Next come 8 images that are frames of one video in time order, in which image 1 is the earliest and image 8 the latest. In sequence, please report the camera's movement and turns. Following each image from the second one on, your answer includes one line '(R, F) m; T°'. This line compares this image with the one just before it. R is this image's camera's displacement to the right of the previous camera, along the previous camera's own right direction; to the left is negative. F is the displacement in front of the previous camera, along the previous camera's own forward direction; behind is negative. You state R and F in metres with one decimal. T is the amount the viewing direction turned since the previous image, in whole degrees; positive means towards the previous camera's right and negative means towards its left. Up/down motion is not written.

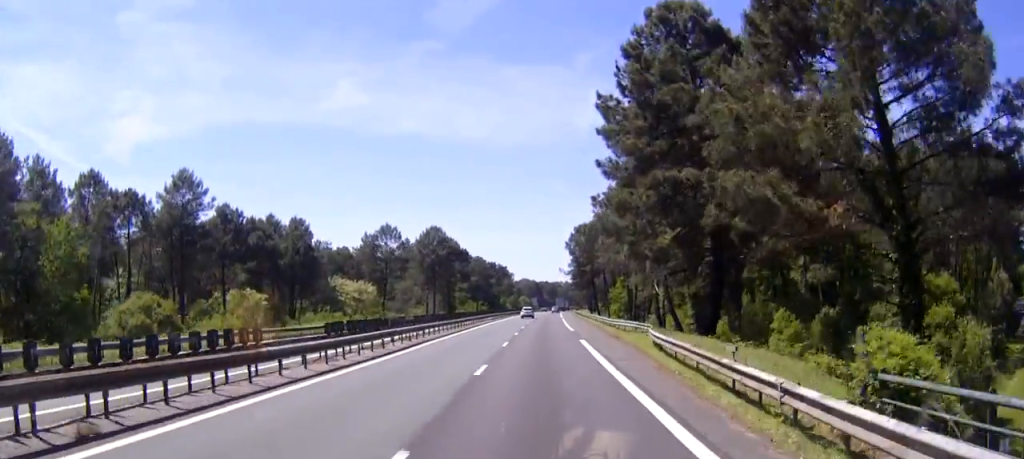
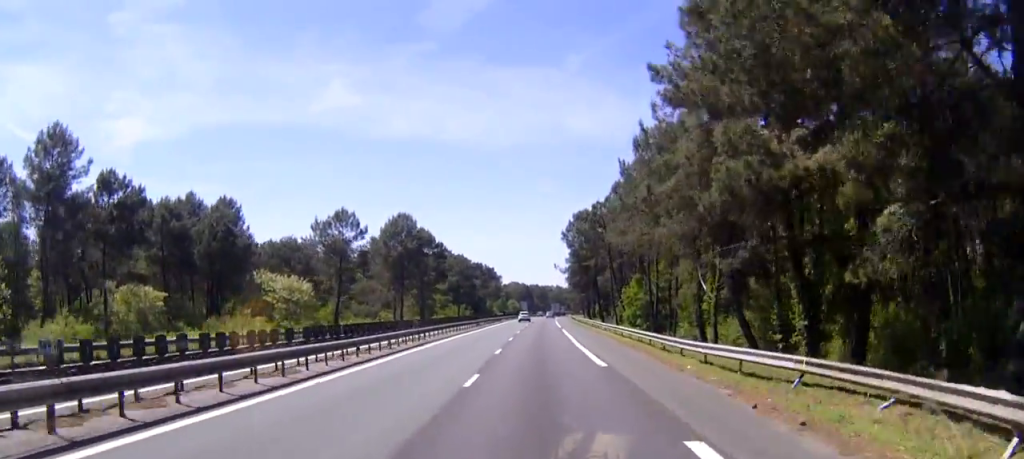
(+0.2, +27.5) m; +1°
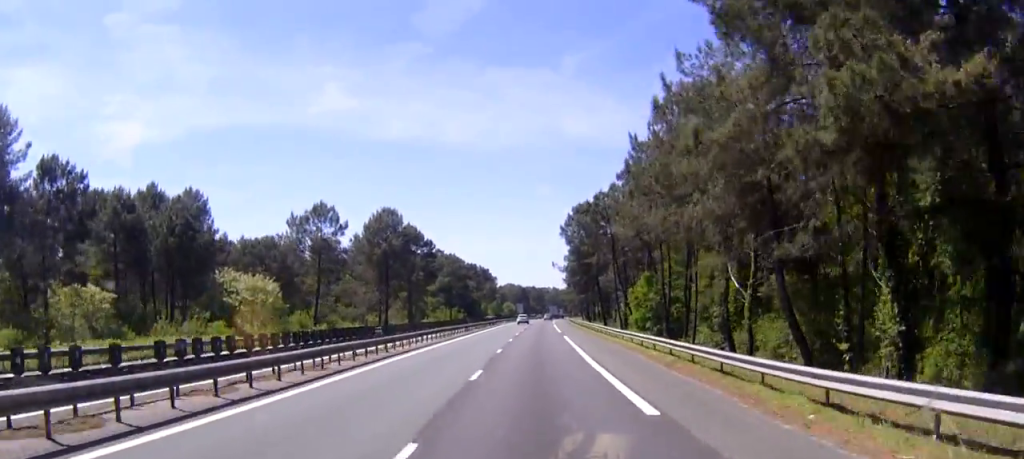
(+0.1, +10.0) m; 0°
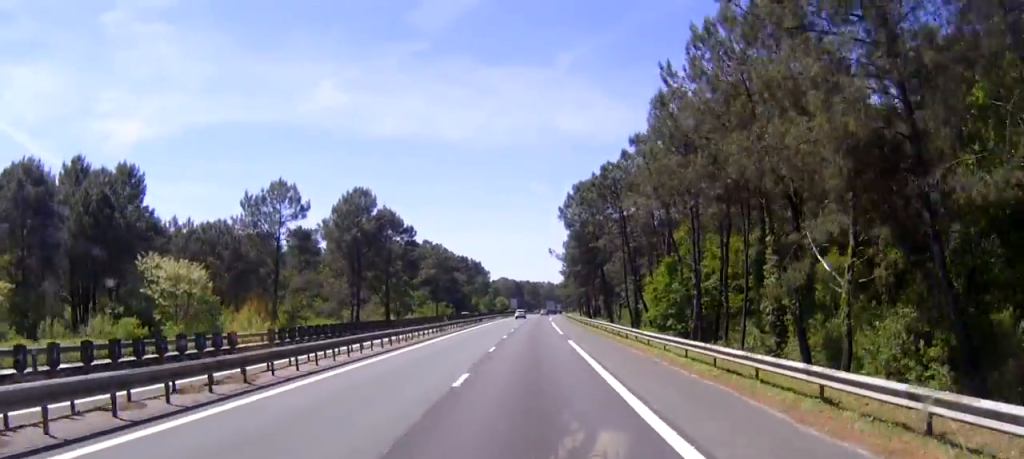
(0.0, +15.9) m; 0°
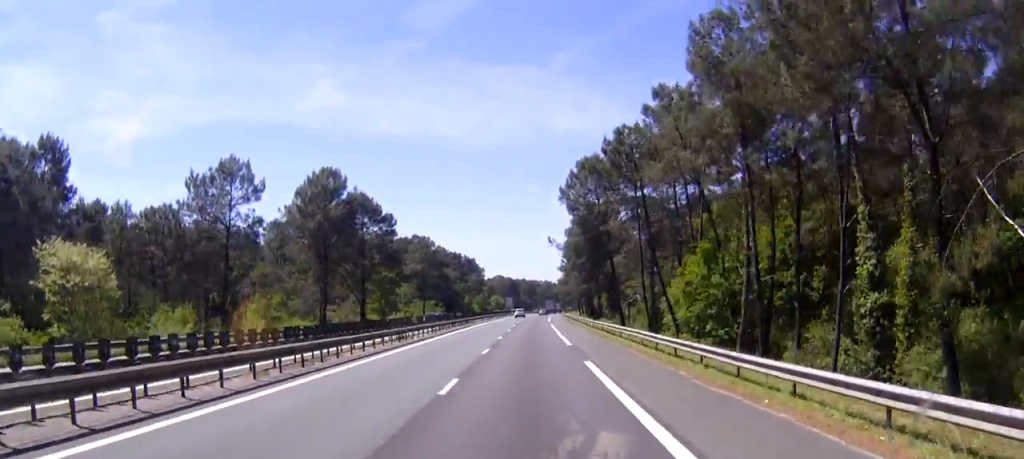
(0.0, +15.0) m; 0°
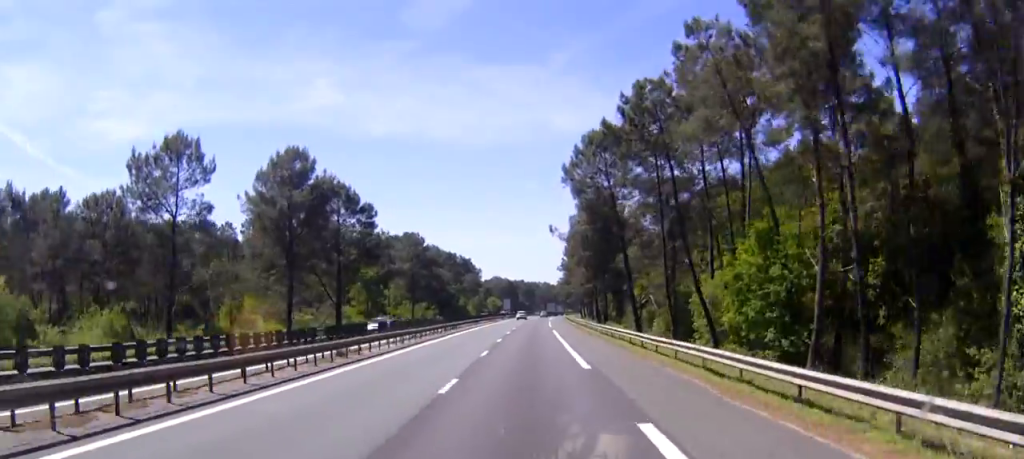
(-0.1, +12.5) m; +1°
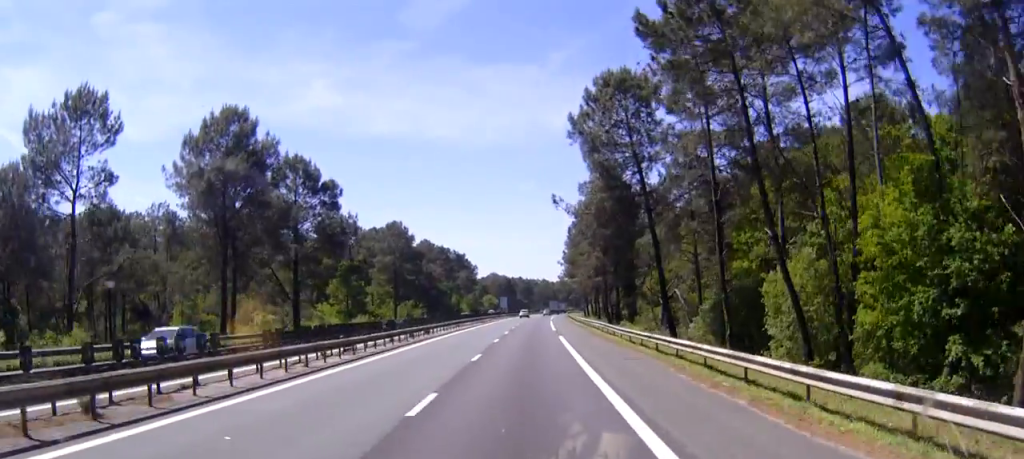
(+0.2, +16.6) m; +1°
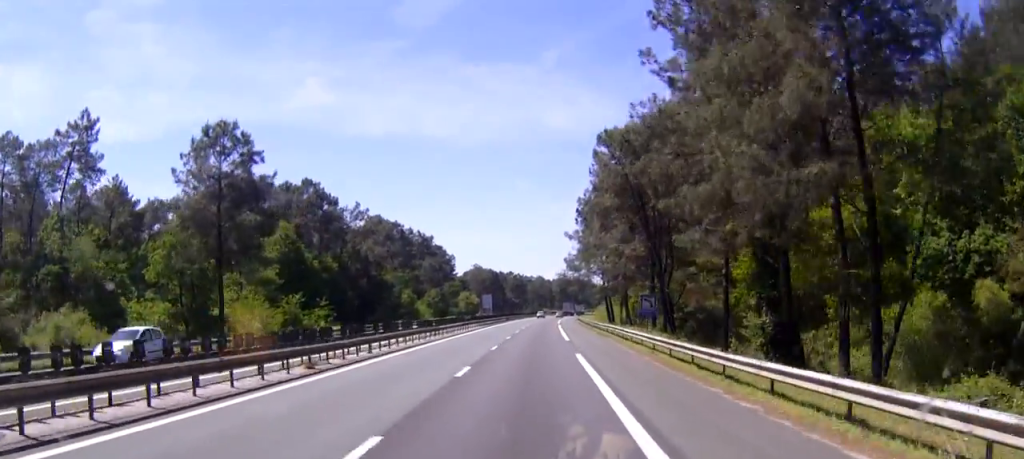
(+1.0, +69.6) m; +1°
